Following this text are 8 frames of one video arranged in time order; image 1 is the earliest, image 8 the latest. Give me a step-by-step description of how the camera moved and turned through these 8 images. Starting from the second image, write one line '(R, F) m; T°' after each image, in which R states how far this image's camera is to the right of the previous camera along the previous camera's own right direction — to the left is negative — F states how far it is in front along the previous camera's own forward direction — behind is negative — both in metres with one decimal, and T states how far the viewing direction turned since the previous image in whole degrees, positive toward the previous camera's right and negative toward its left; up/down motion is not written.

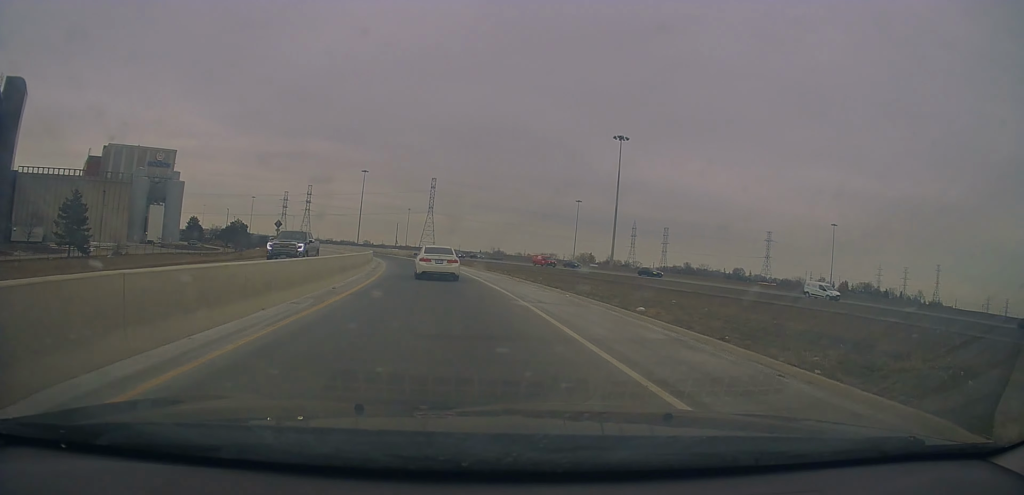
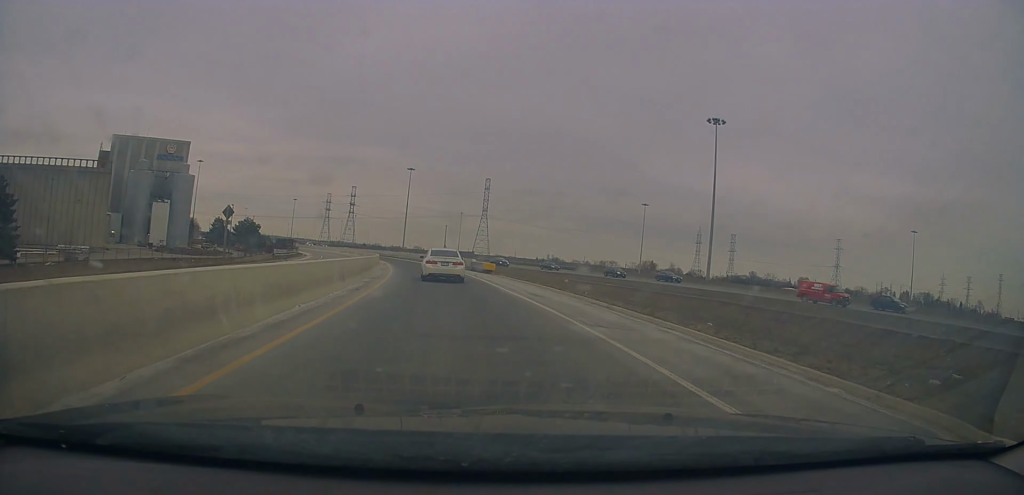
(-1.8, +27.0) m; -5°
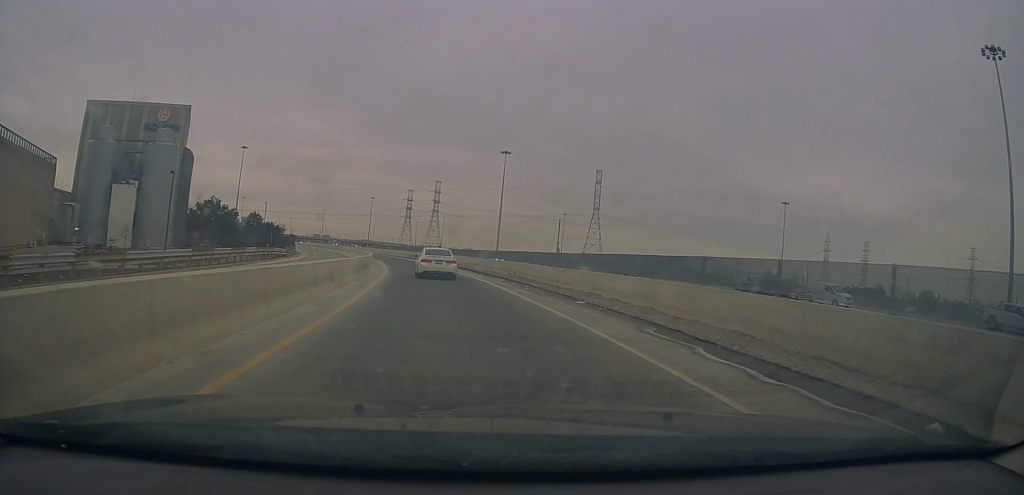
(-3.9, +54.6) m; -10°
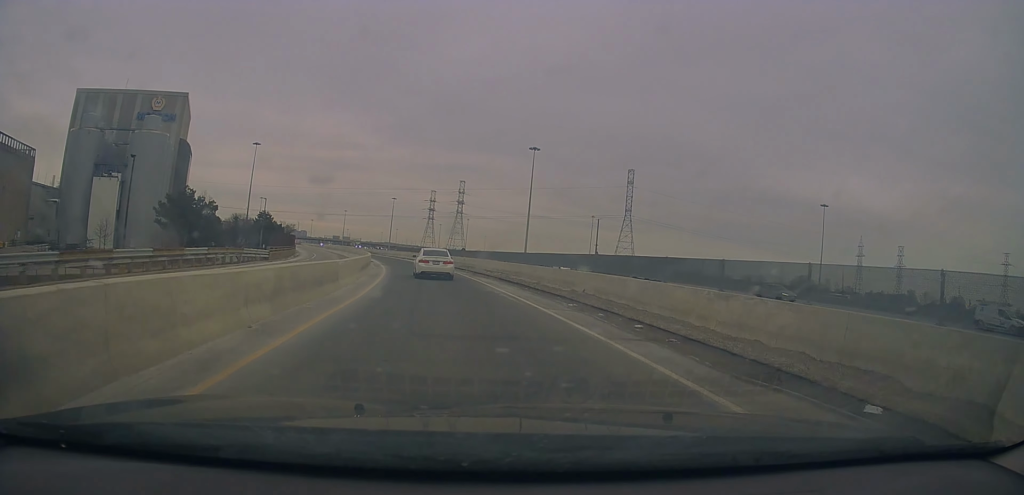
(-0.3, +12.9) m; -2°
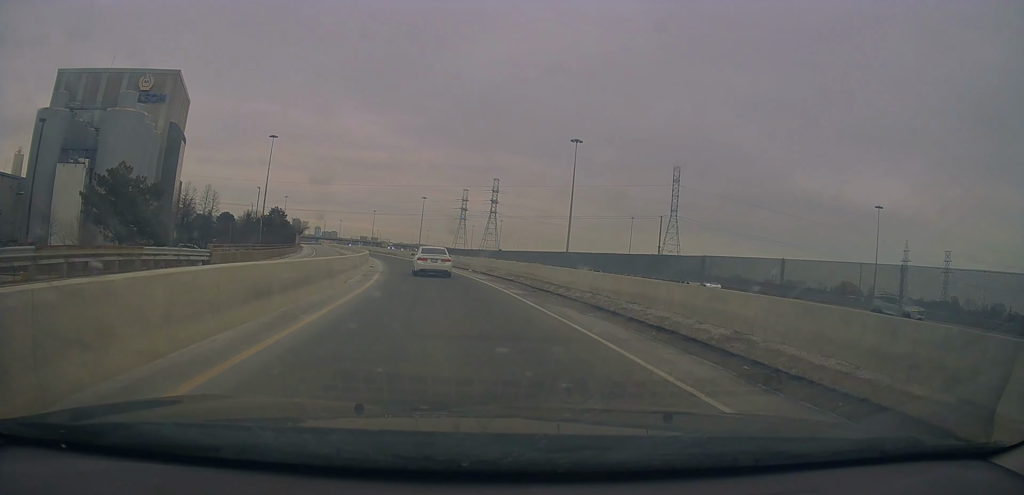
(-0.4, +17.3) m; -3°
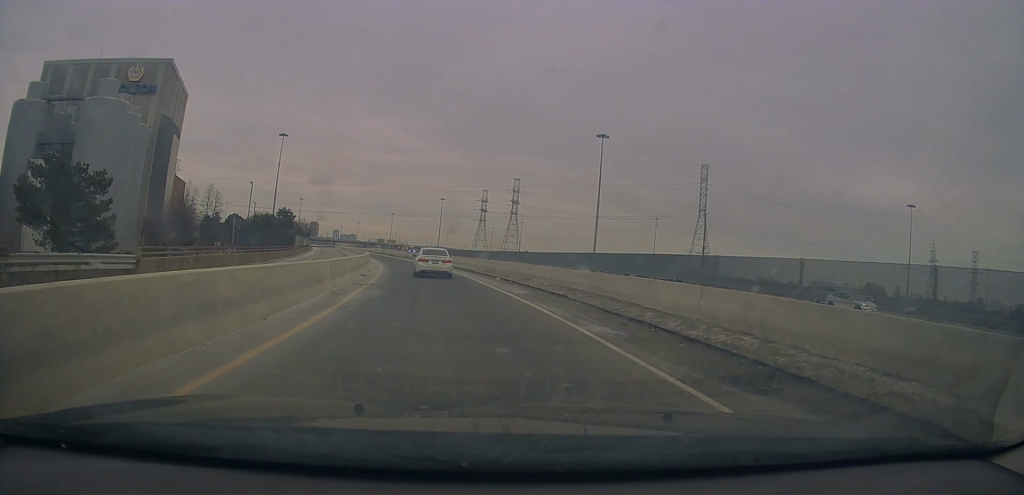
(-0.1, +10.1) m; -2°
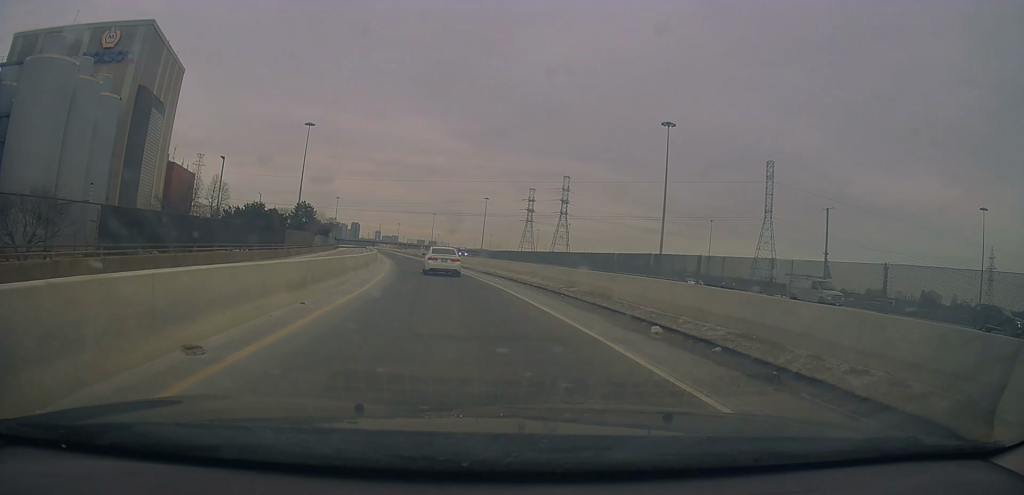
(-0.9, +19.4) m; -3°
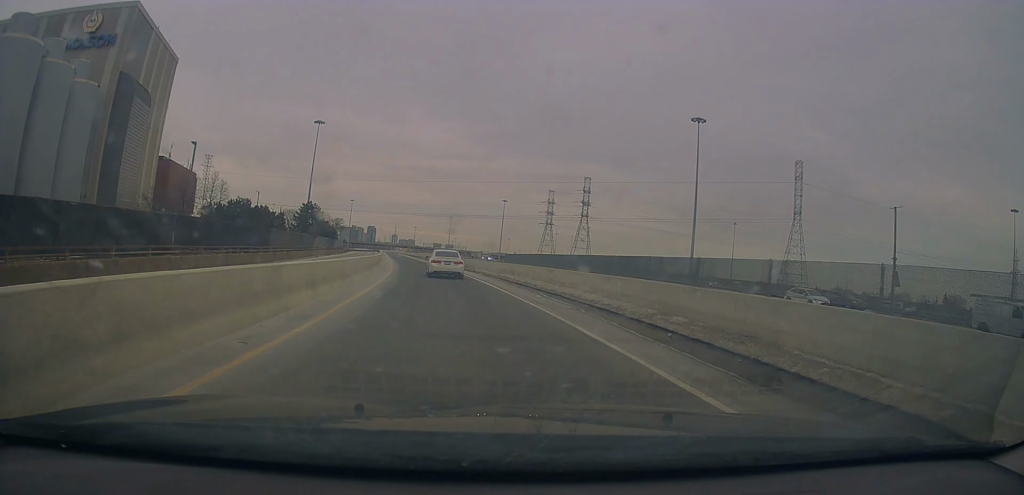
(-0.1, +9.5) m; -1°
